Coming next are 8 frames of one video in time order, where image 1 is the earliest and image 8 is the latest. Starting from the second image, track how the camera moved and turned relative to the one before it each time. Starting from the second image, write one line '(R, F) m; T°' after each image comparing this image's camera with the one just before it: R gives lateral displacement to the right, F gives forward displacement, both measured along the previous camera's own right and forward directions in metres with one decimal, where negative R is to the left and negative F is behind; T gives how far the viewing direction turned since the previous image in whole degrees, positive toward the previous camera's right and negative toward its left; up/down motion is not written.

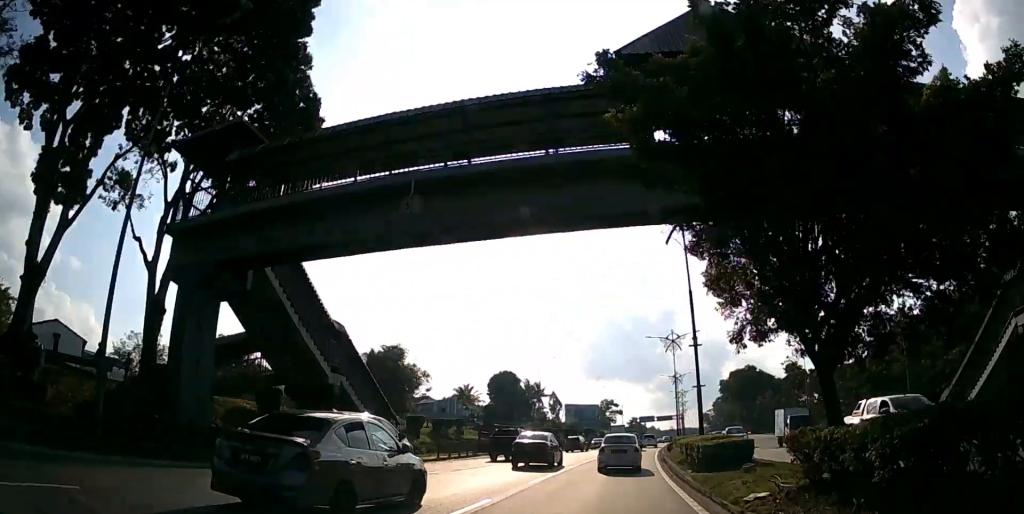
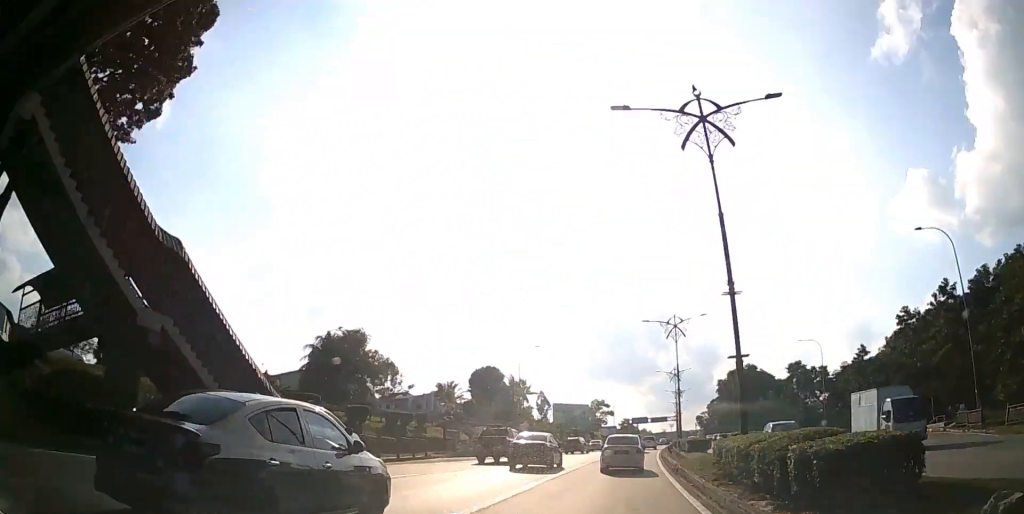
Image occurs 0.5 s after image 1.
(+0.1, +9.3) m; 0°
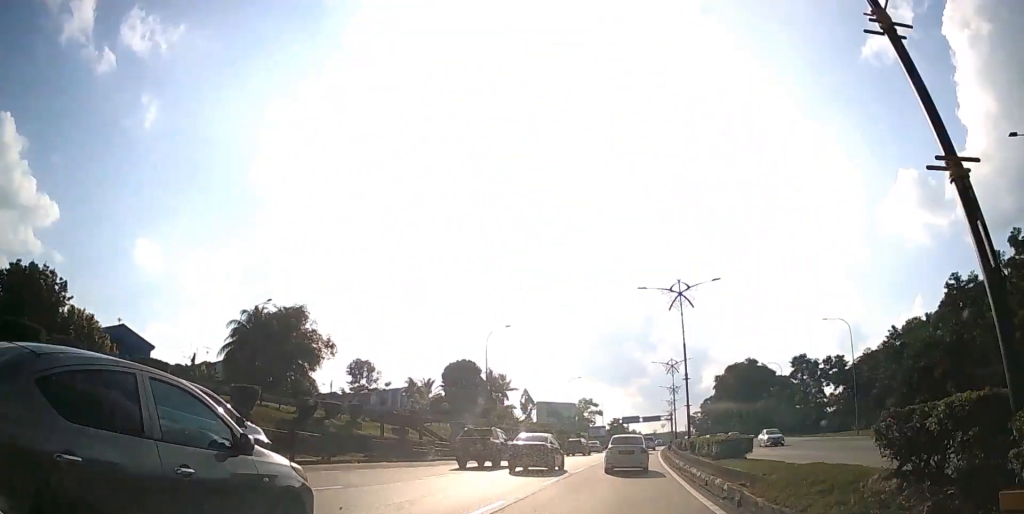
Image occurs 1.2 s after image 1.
(0.0, +12.5) m; 0°
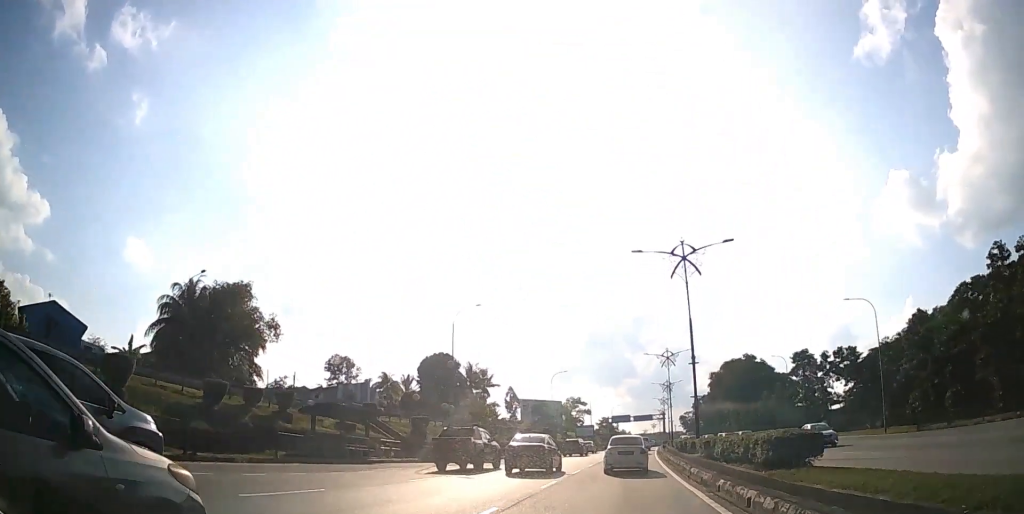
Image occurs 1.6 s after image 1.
(0.0, +8.1) m; 0°
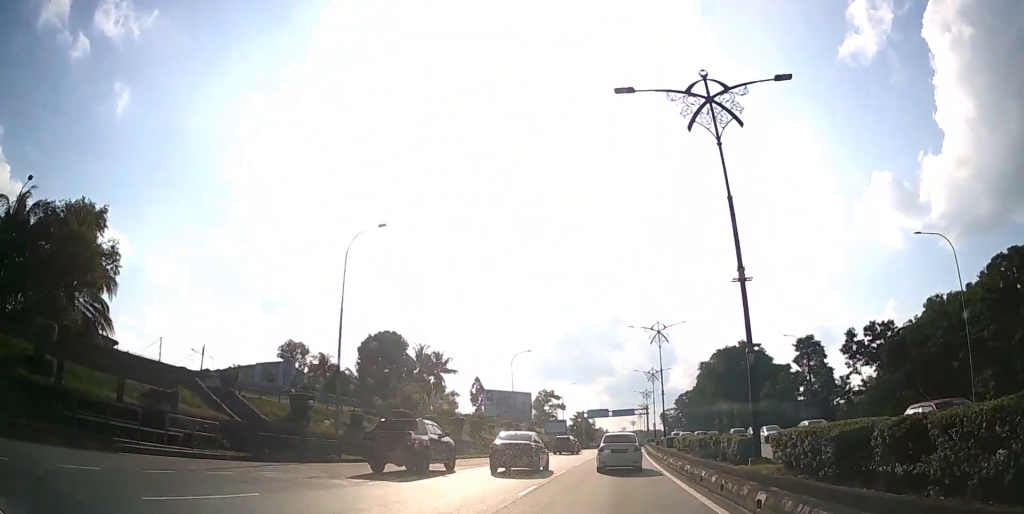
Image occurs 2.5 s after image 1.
(0.0, +16.1) m; +1°
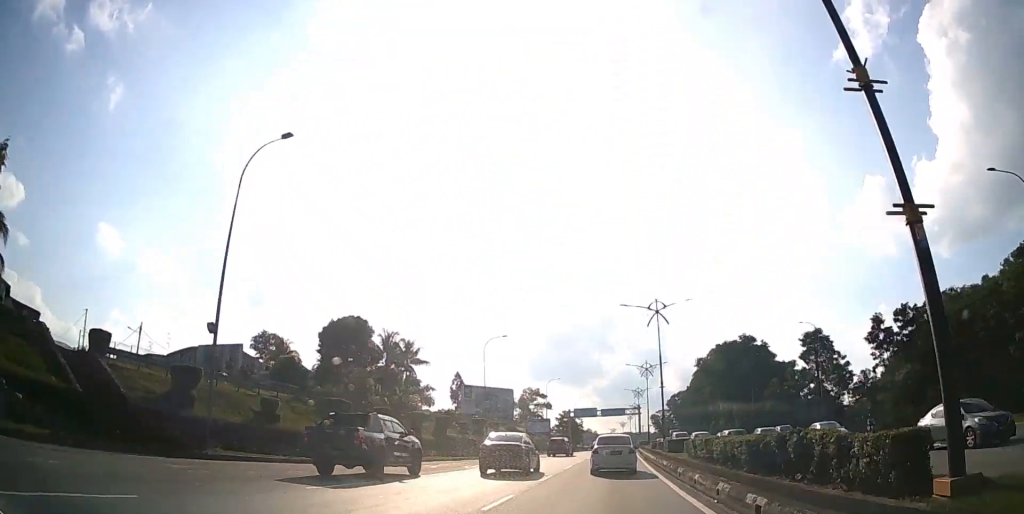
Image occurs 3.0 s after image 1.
(-0.1, +9.5) m; +1°
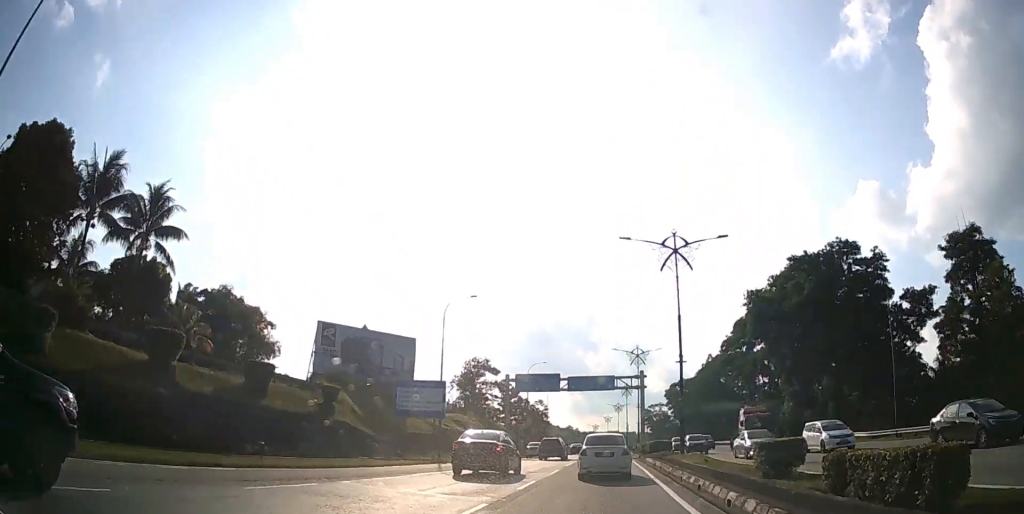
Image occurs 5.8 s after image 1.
(+1.8, +50.8) m; +2°
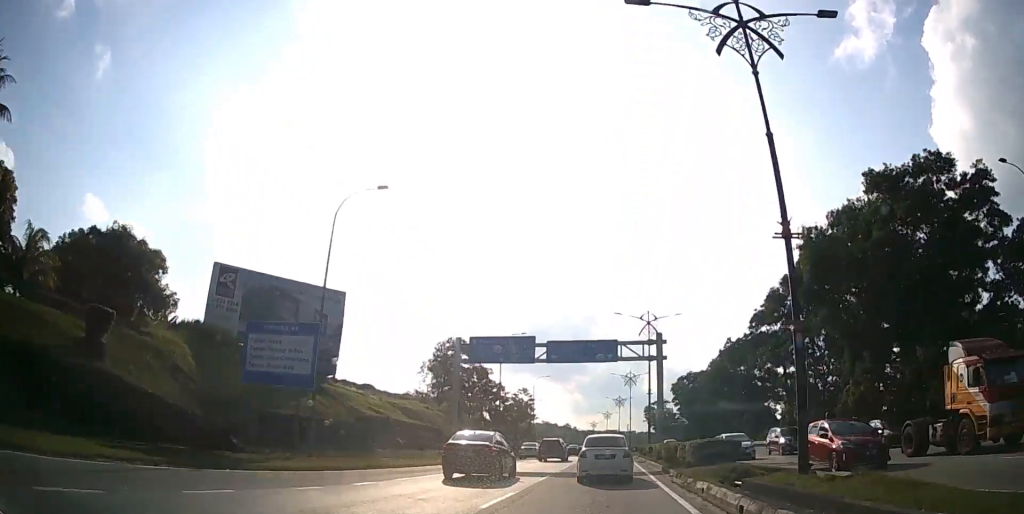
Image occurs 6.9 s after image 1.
(-0.1, +18.8) m; 0°
